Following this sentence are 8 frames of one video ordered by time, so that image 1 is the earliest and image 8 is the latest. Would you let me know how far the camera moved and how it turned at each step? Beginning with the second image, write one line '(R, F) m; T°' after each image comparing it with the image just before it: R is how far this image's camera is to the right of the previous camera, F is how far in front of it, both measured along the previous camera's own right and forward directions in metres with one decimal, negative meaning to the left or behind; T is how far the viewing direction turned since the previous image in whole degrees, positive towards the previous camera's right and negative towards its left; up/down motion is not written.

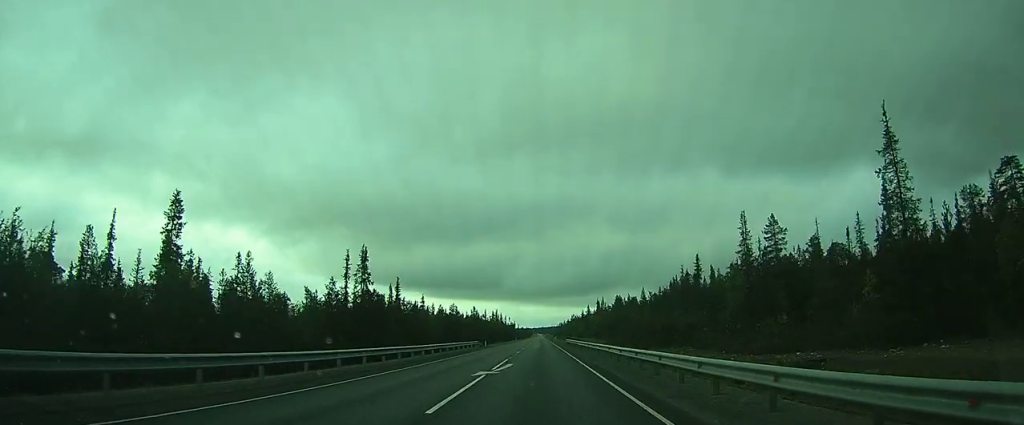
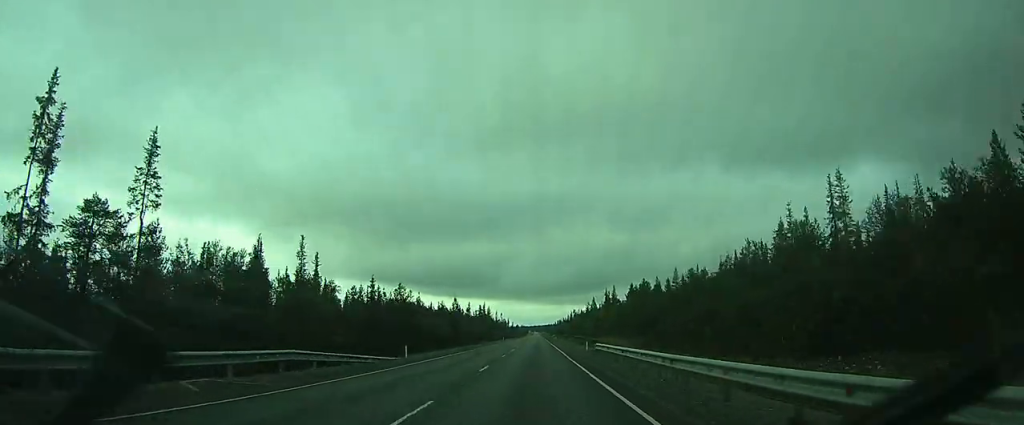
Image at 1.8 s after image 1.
(-0.3, +47.1) m; 0°
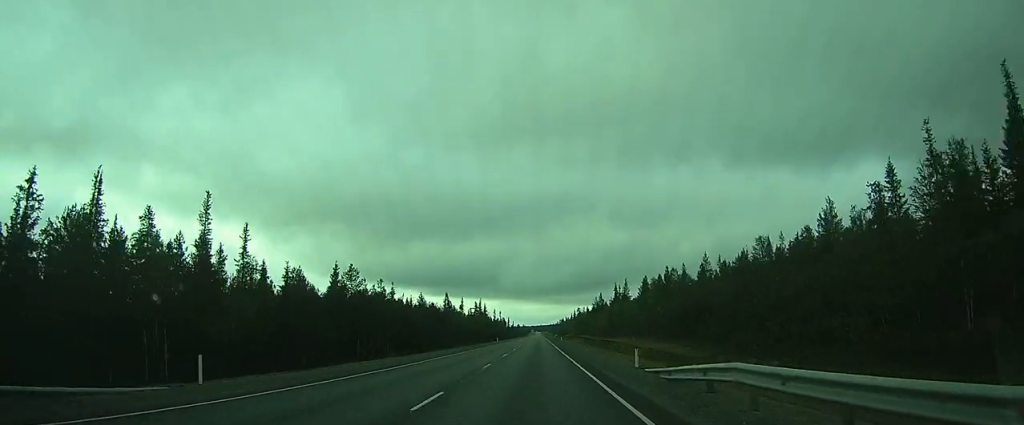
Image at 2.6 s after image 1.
(0.0, +23.1) m; 0°
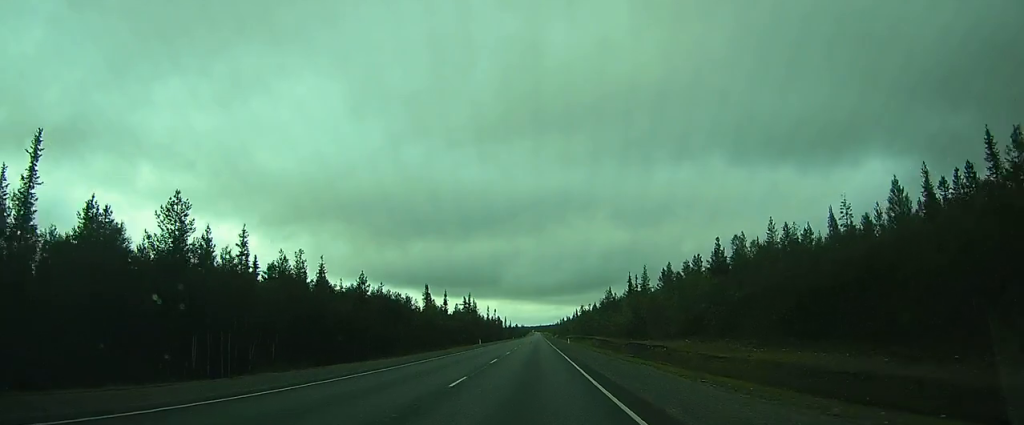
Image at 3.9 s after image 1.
(0.0, +32.7) m; 0°
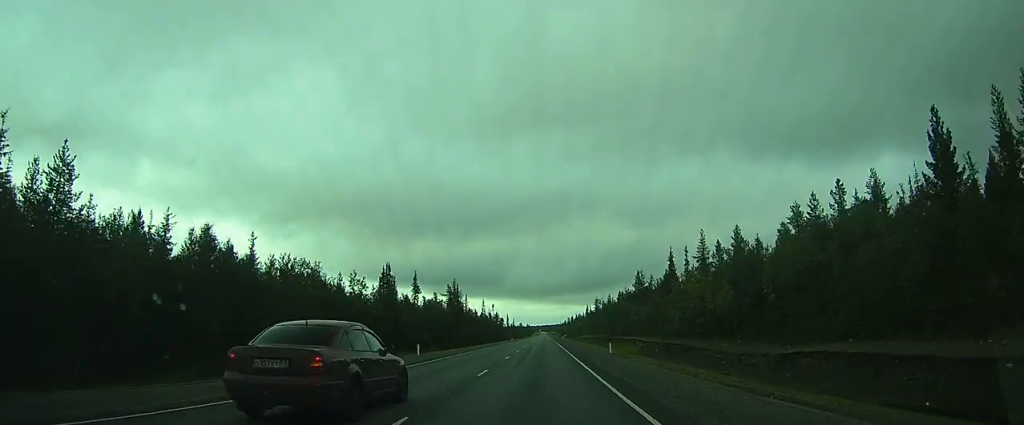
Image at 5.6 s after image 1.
(+0.2, +46.3) m; 0°
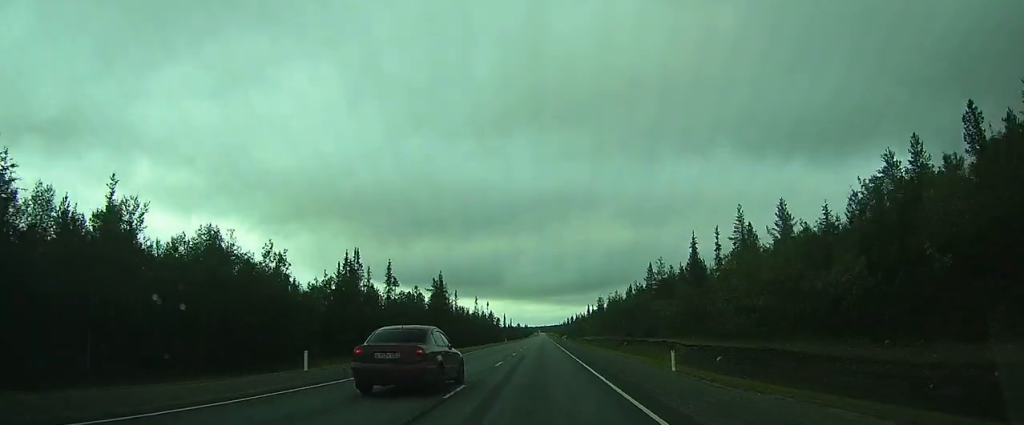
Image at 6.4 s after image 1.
(0.0, +19.0) m; 0°
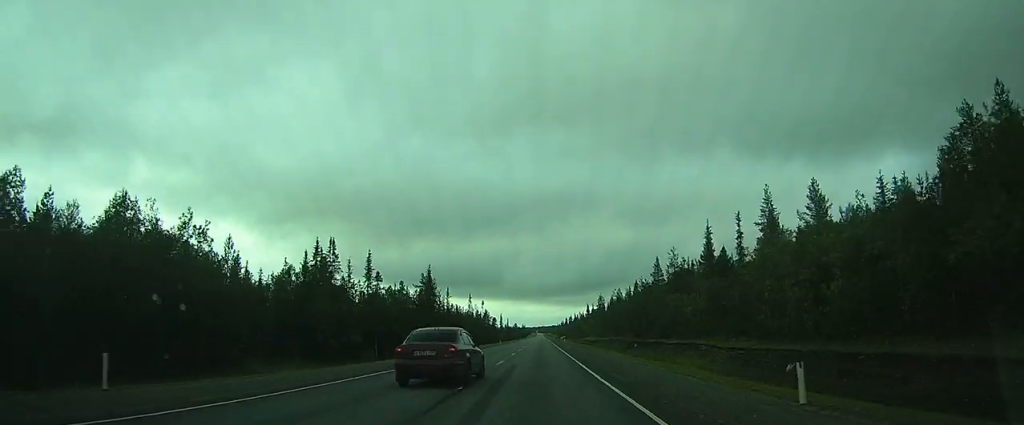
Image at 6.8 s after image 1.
(0.0, +10.3) m; 0°
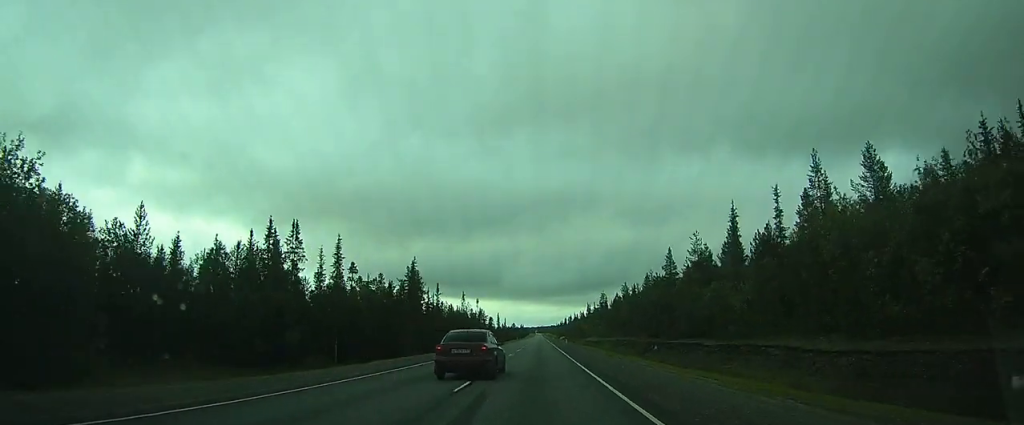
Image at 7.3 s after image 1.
(0.0, +12.8) m; 0°
